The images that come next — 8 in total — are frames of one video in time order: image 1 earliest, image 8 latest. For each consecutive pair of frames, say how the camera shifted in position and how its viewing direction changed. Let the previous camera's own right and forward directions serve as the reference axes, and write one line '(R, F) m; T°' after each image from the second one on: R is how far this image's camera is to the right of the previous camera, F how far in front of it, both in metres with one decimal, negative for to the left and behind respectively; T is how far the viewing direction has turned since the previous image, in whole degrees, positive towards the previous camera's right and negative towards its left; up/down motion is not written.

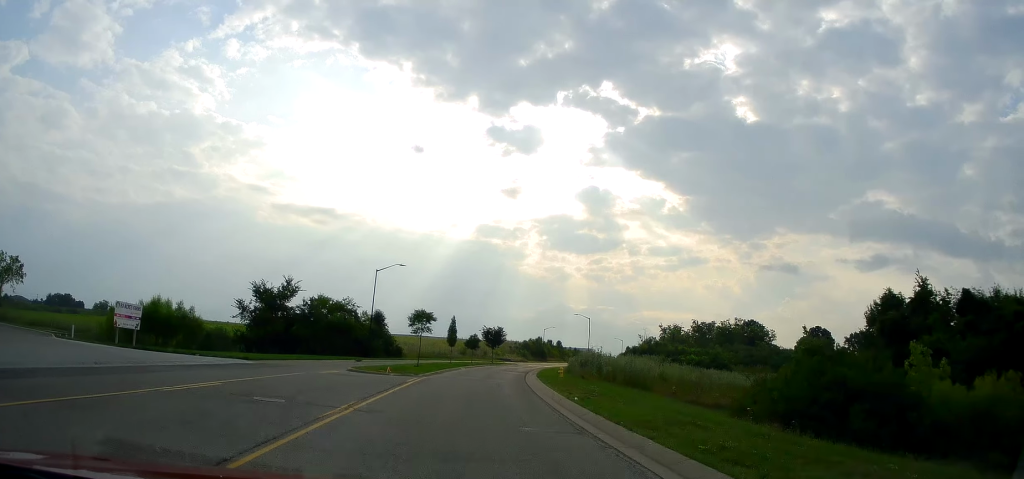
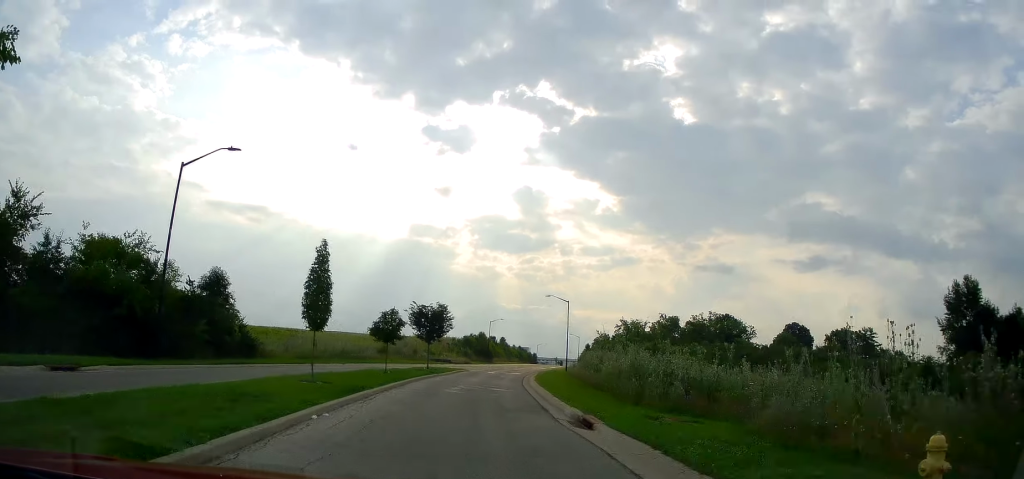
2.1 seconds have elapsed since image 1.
(+2.0, +33.8) m; +7°
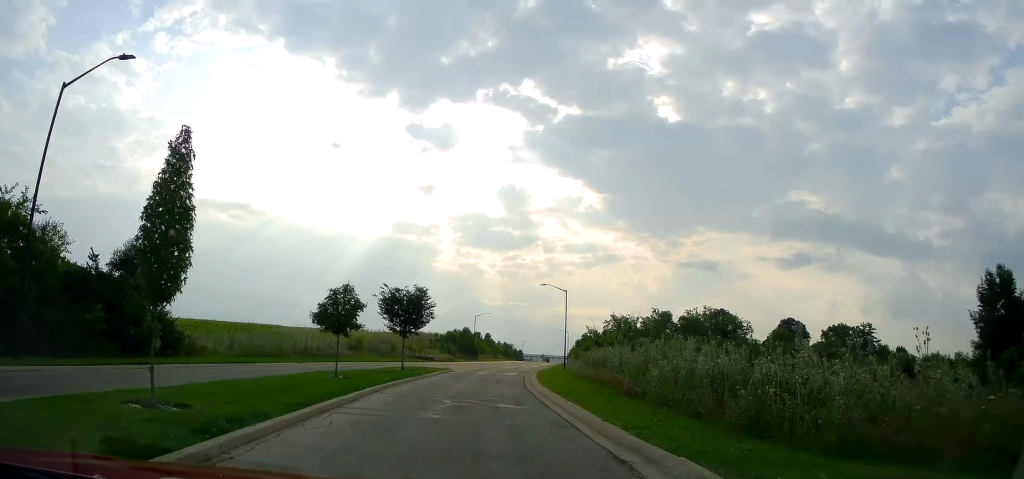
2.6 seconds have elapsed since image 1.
(+0.6, +8.9) m; +1°
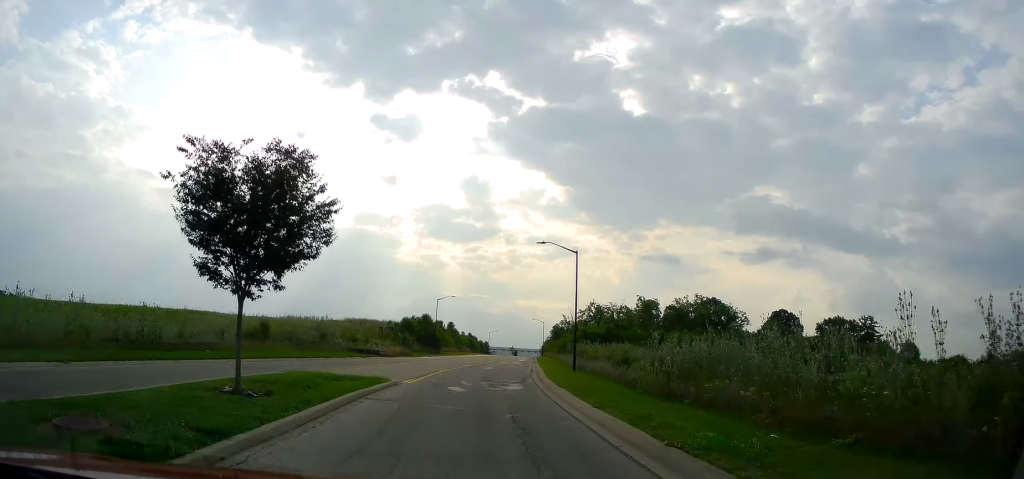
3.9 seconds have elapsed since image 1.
(0.0, +22.0) m; +3°
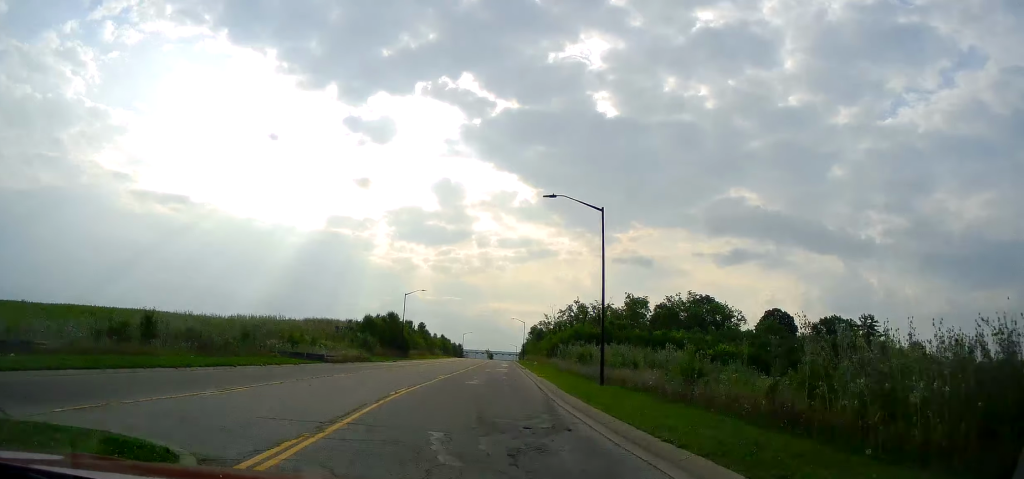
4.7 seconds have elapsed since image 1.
(+0.8, +14.2) m; +4°
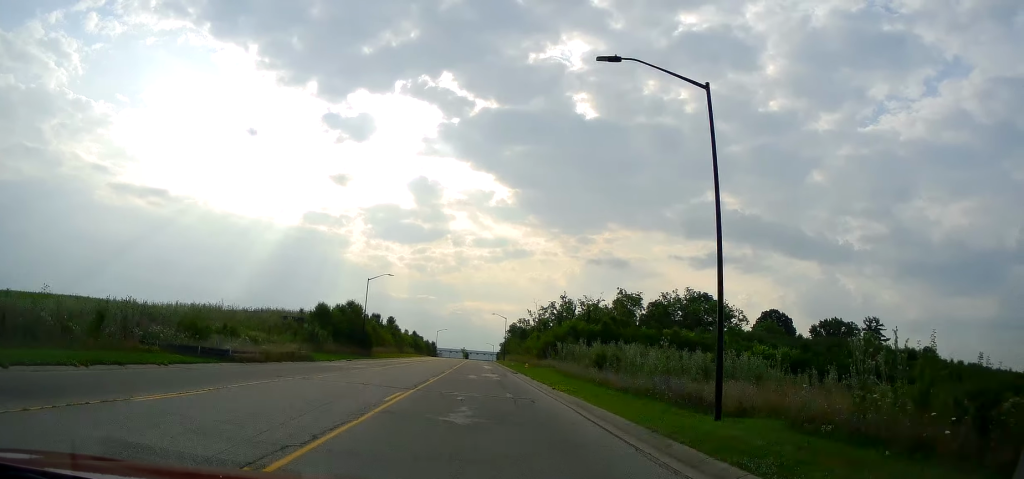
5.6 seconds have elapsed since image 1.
(+0.6, +15.0) m; +2°
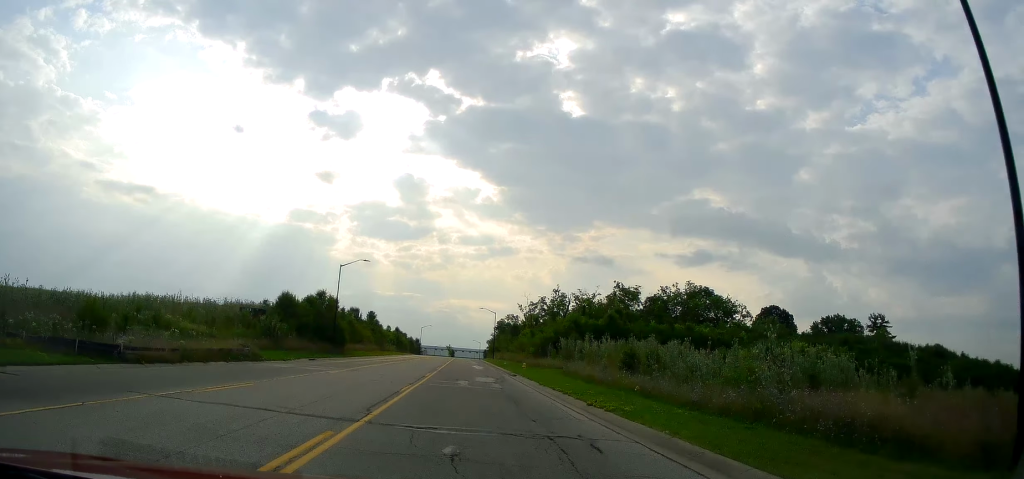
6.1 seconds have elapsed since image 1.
(+0.1, +9.3) m; +1°
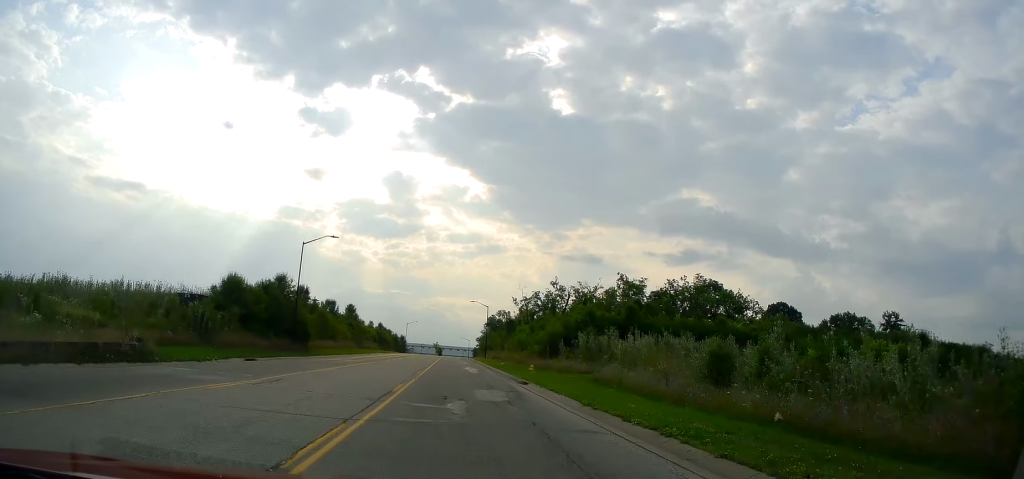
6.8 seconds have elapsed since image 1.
(-0.2, +11.7) m; +2°
